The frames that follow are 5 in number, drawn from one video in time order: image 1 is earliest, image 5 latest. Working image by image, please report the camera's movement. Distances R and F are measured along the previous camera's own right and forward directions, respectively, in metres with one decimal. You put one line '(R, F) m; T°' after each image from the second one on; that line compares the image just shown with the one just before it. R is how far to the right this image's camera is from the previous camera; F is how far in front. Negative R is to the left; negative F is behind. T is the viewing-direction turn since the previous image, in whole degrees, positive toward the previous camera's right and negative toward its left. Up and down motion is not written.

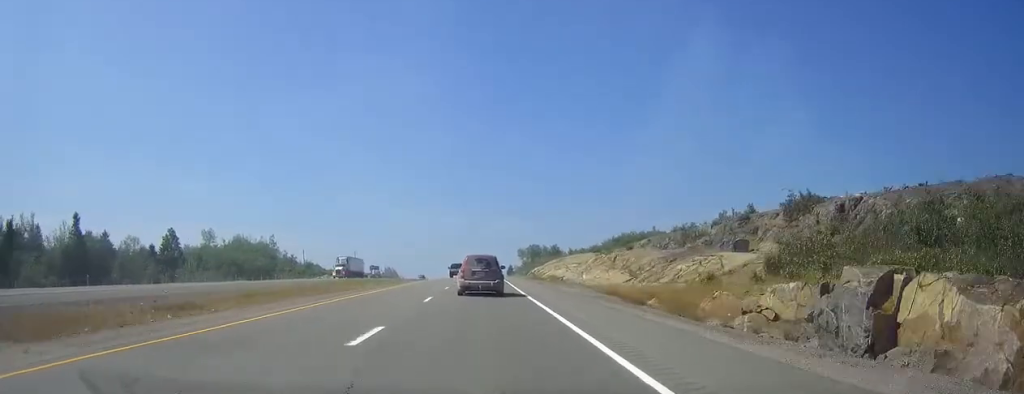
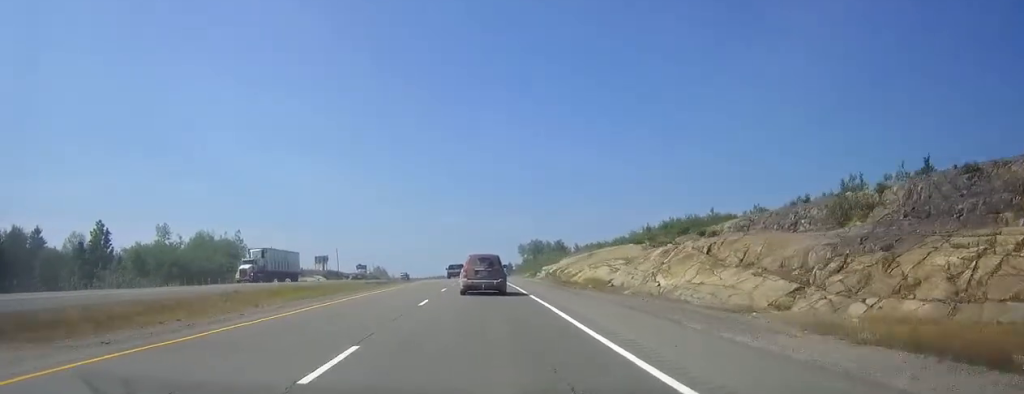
(-0.1, +27.2) m; 0°
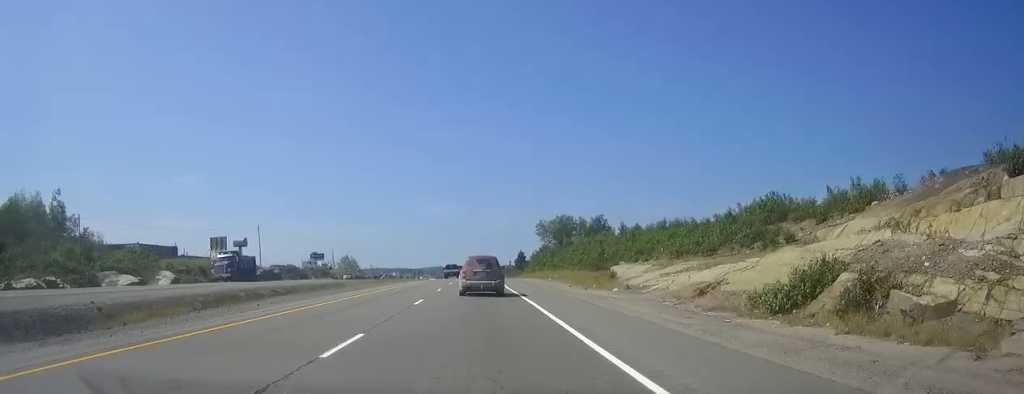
(+0.8, +85.0) m; +1°
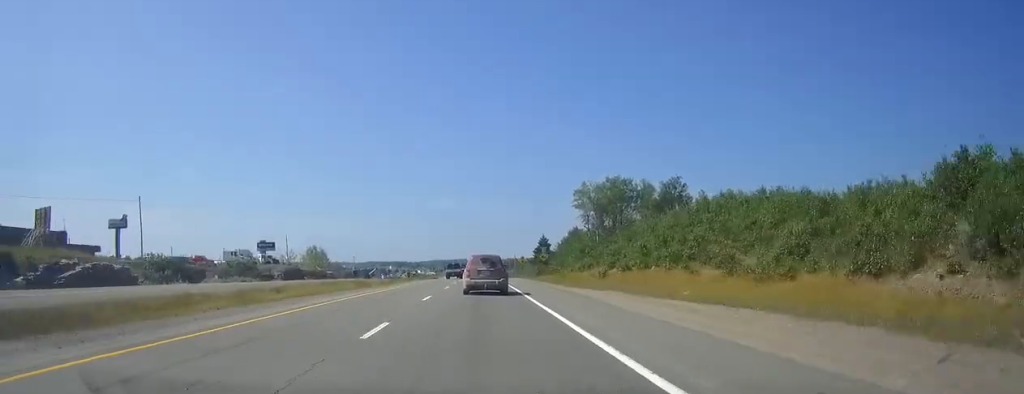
(-0.2, +59.8) m; 0°
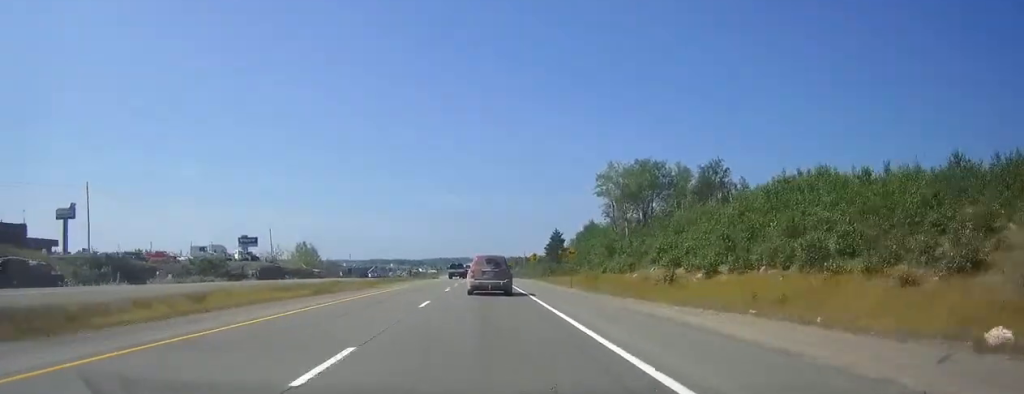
(+0.1, +16.5) m; 0°
